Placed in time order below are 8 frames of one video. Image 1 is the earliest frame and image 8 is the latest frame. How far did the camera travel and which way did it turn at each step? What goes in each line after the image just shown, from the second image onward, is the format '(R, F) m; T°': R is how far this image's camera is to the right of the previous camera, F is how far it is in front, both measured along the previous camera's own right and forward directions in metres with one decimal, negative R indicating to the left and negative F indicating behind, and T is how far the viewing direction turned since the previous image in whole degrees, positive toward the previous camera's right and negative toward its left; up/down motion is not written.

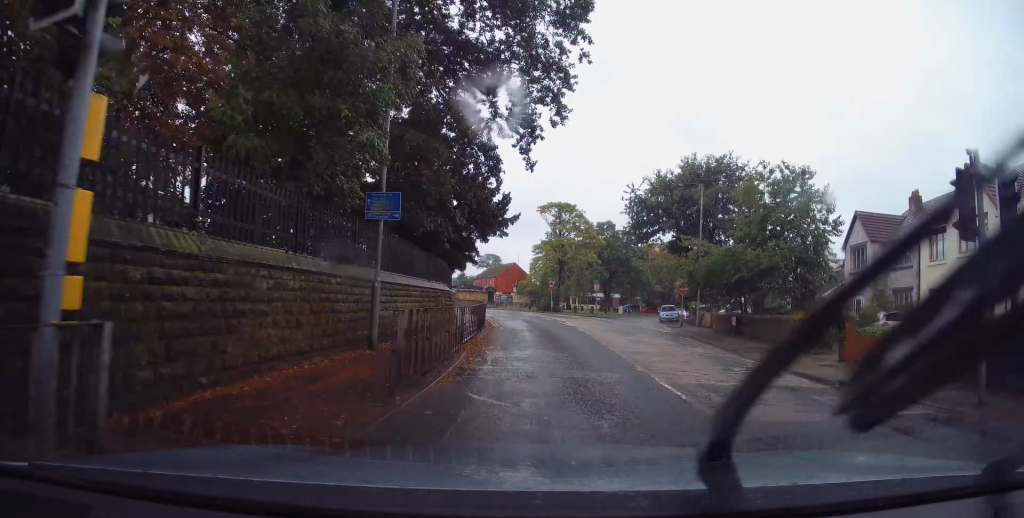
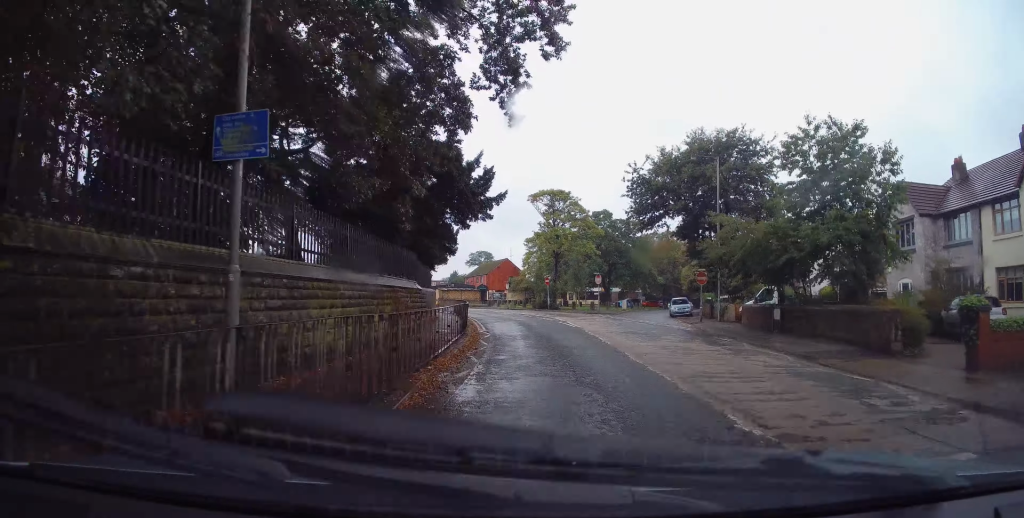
(+0.1, +5.3) m; +4°
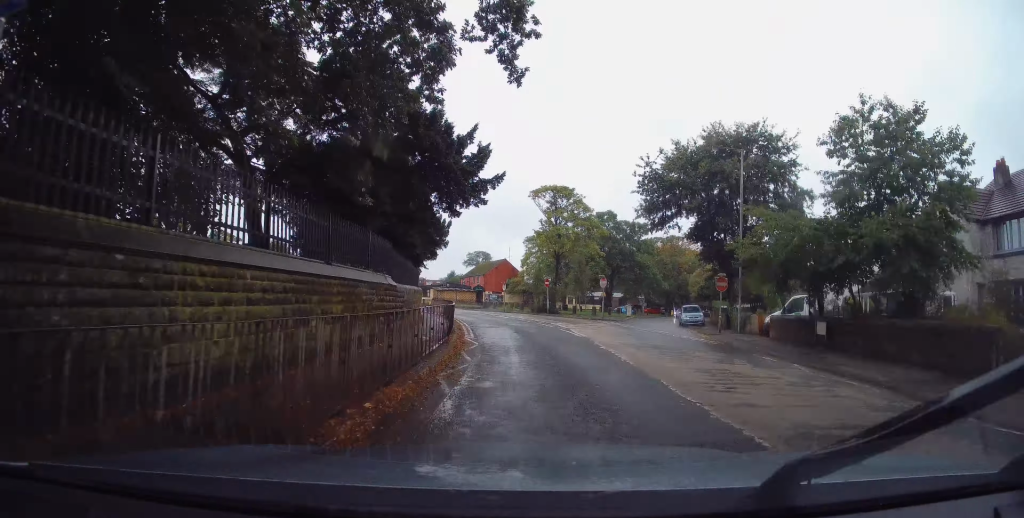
(+0.2, +3.5) m; +1°
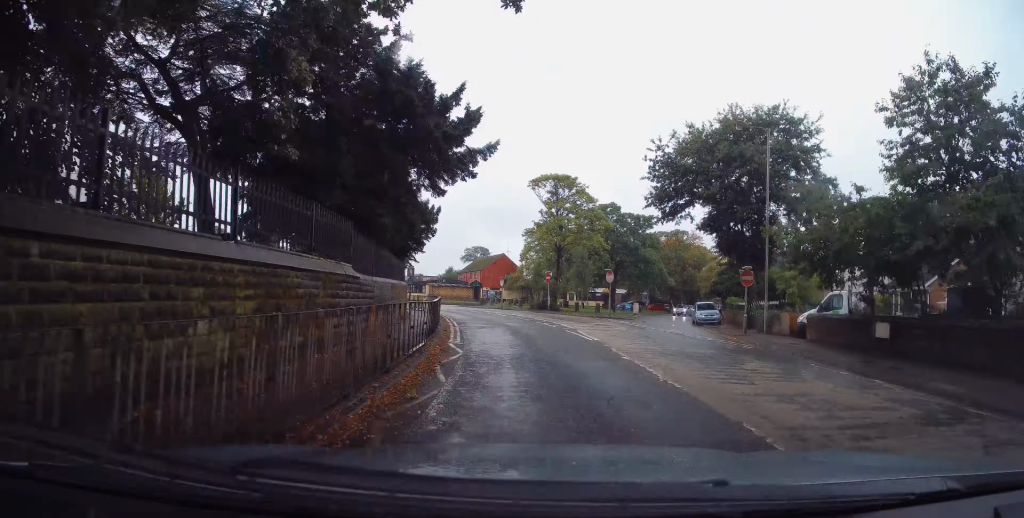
(+0.1, +3.5) m; +1°
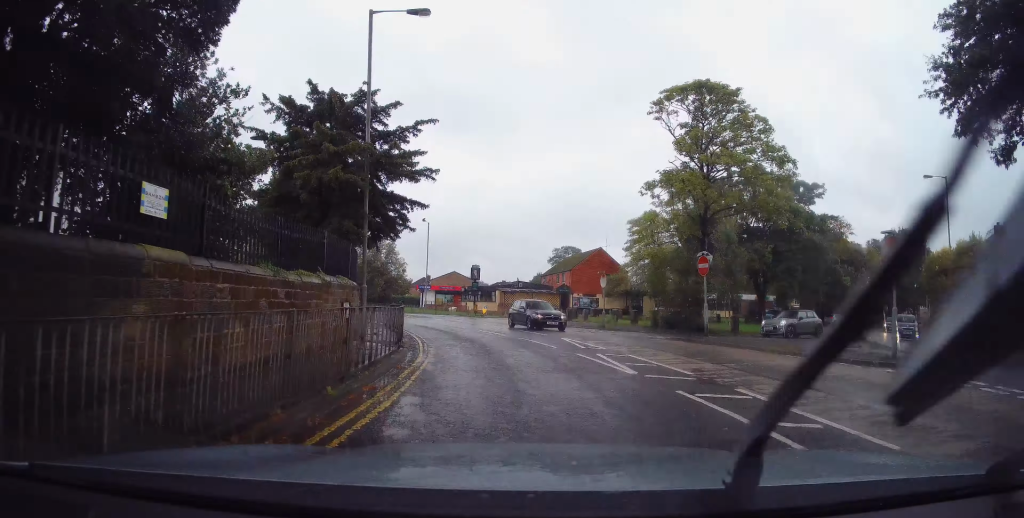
(-2.3, +22.2) m; -13°
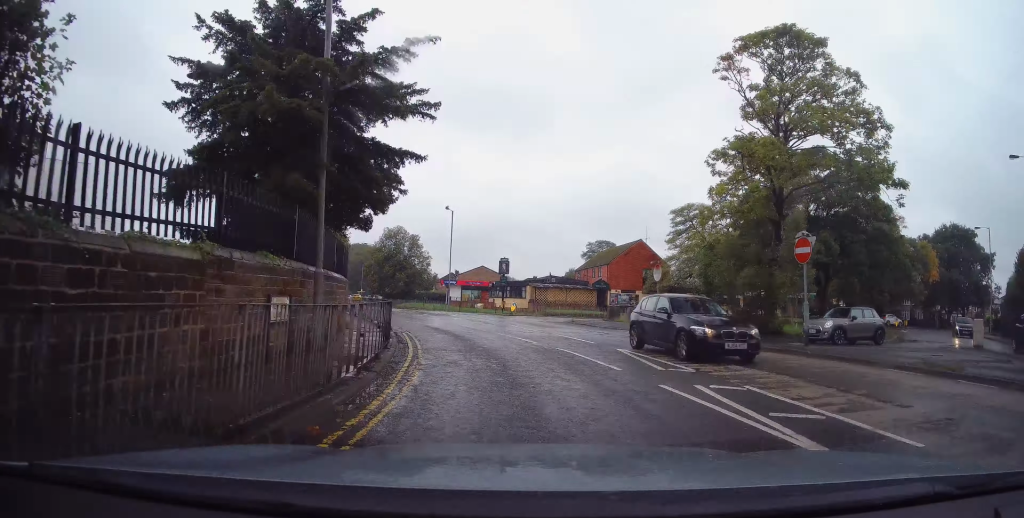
(-0.3, +5.2) m; -6°
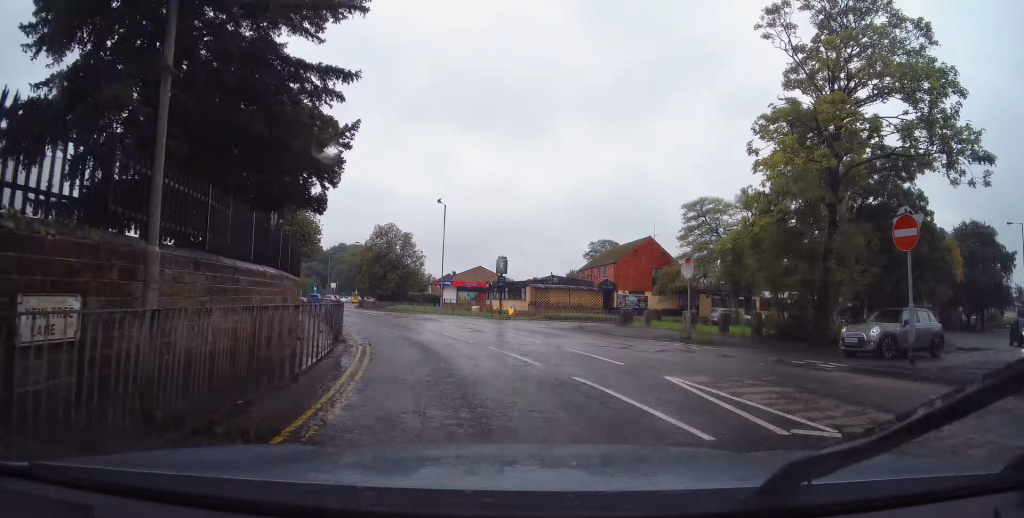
(-0.3, +4.5) m; -1°
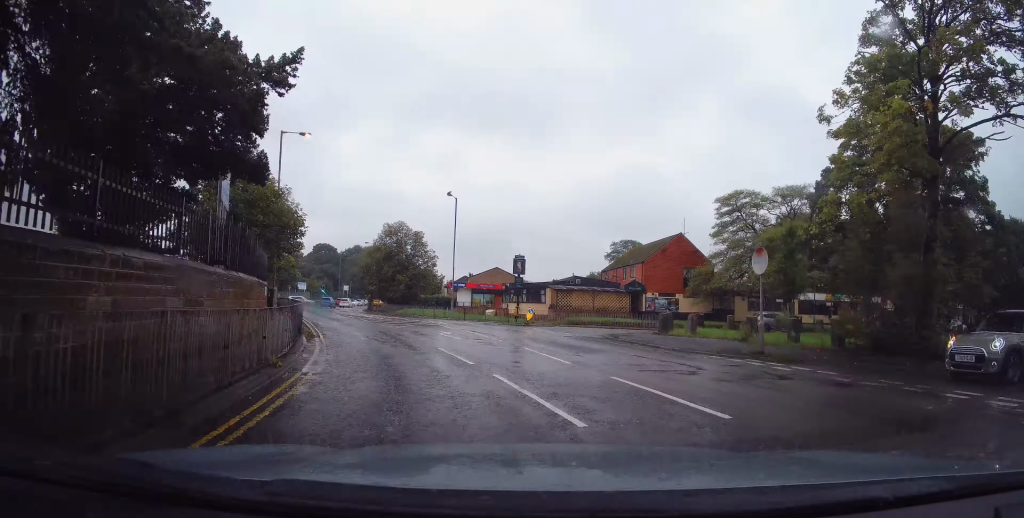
(+0.1, +4.7) m; -1°
